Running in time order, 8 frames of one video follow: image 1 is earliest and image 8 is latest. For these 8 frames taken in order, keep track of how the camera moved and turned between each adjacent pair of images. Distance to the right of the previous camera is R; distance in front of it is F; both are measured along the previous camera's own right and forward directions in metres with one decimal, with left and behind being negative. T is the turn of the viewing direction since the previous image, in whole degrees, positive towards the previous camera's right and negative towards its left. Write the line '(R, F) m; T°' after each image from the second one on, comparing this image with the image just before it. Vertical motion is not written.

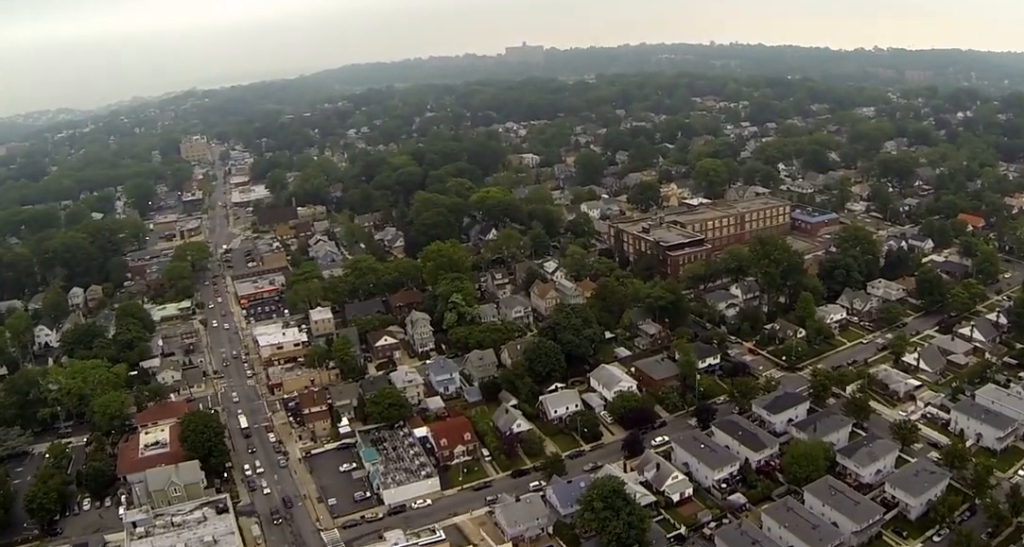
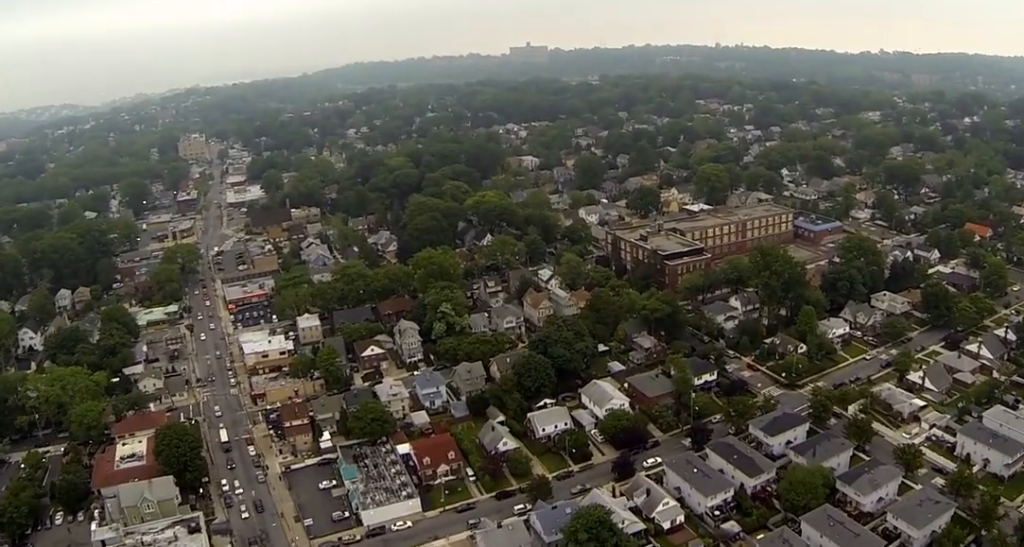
(-0.1, +9.4) m; -1°
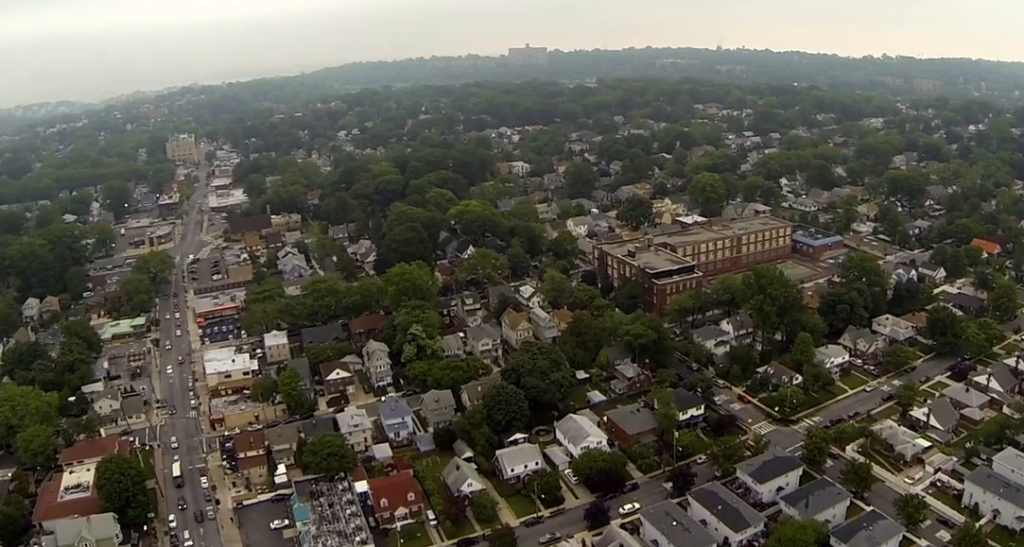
(-0.2, +18.4) m; -1°
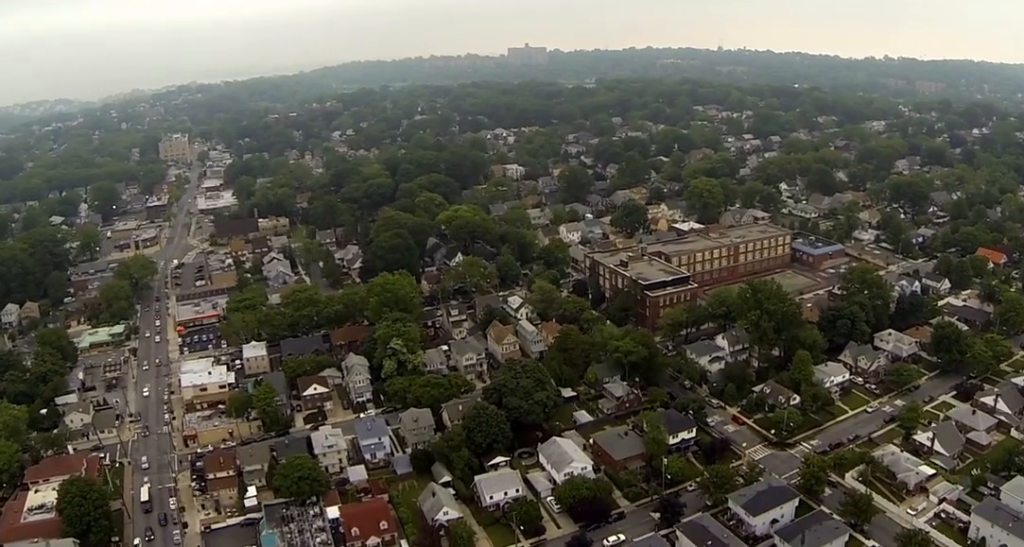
(-0.1, +11.7) m; -1°
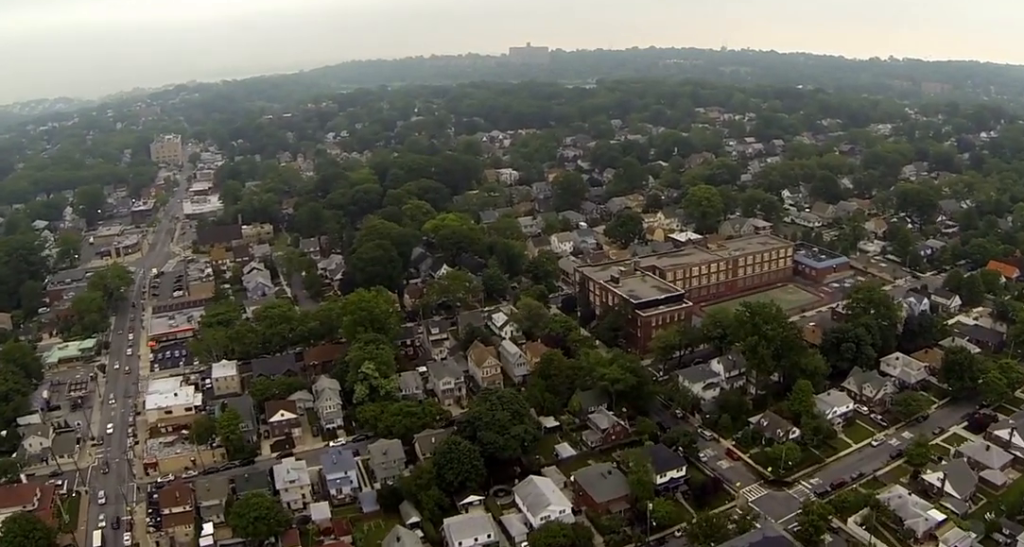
(-0.2, +17.1) m; -1°
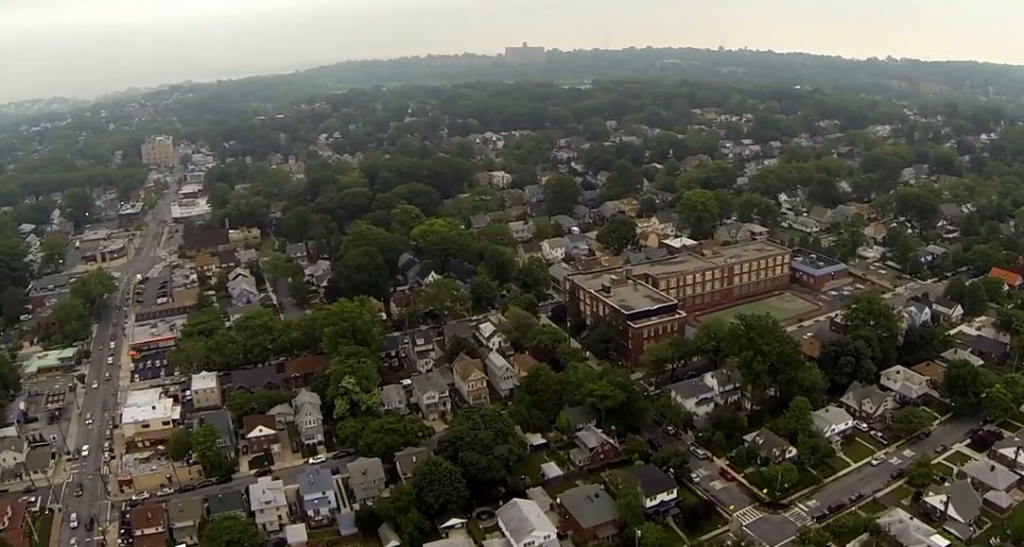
(0.0, +8.8) m; -1°
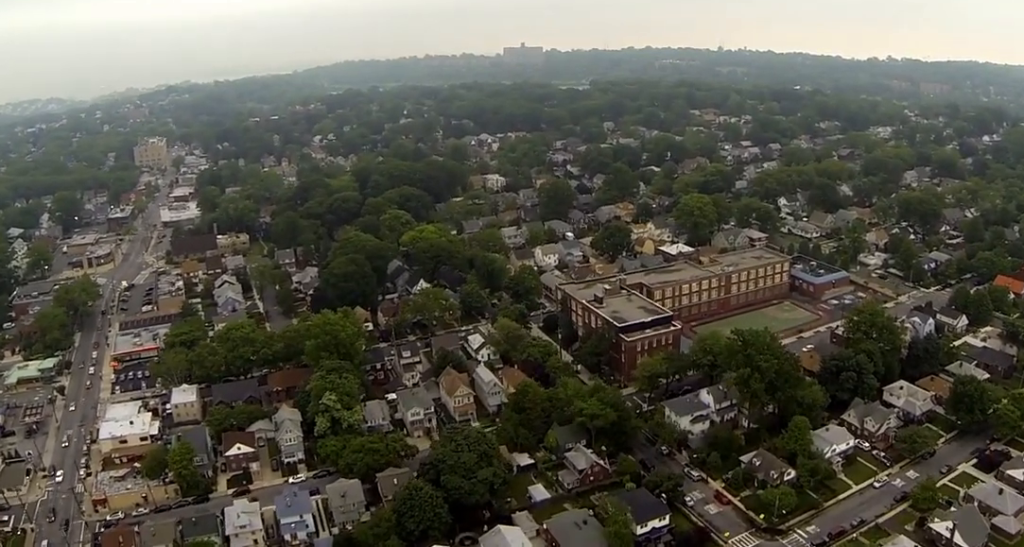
(-0.1, +9.3) m; 0°
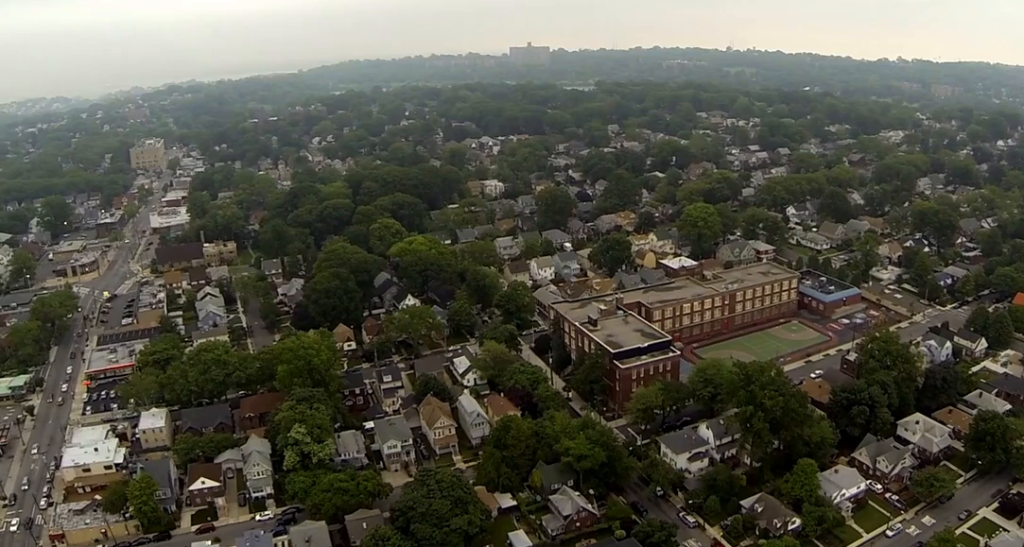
(-0.1, +17.3) m; -1°
